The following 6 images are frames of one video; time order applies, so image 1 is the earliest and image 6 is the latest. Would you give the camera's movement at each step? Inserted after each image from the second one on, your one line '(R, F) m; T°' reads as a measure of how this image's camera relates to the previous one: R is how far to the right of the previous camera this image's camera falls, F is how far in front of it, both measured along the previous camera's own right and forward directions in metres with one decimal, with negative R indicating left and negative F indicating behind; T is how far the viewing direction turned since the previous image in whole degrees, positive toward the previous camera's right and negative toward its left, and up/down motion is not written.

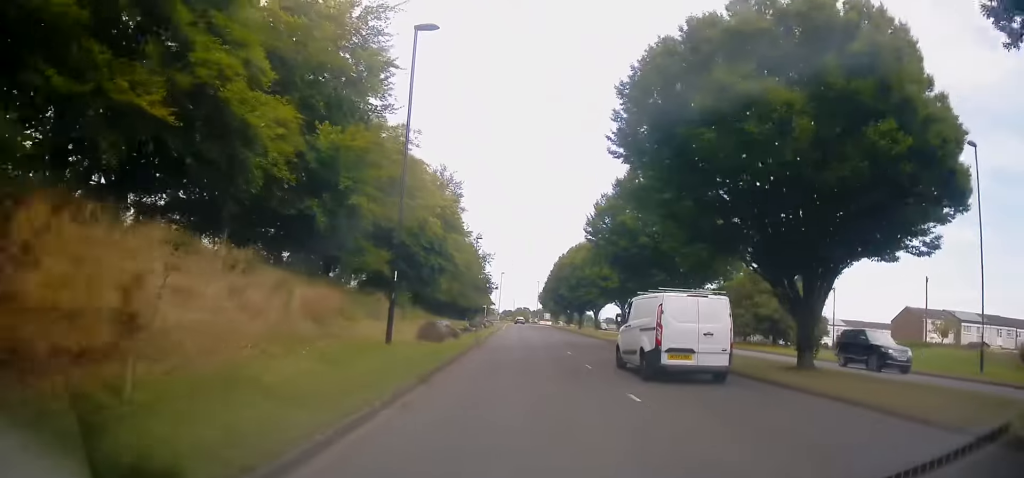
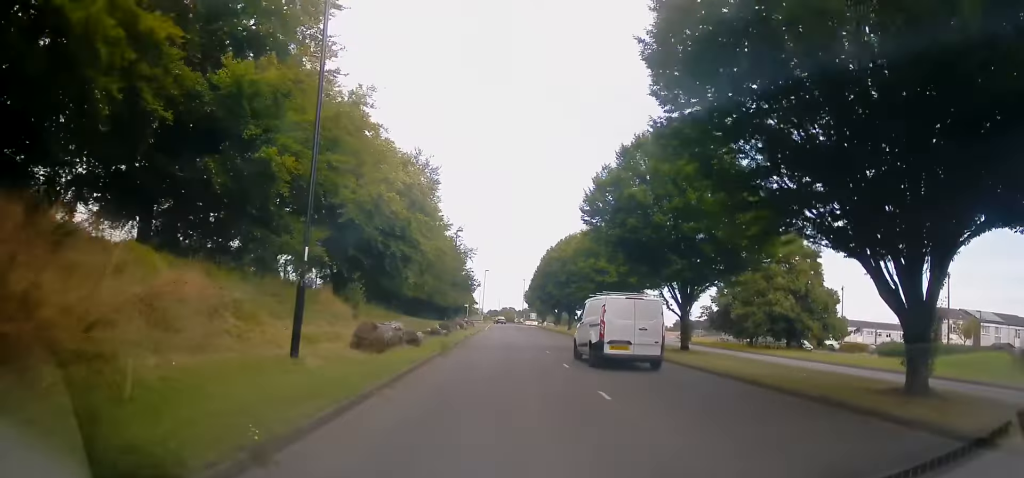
(+0.2, +6.1) m; +2°
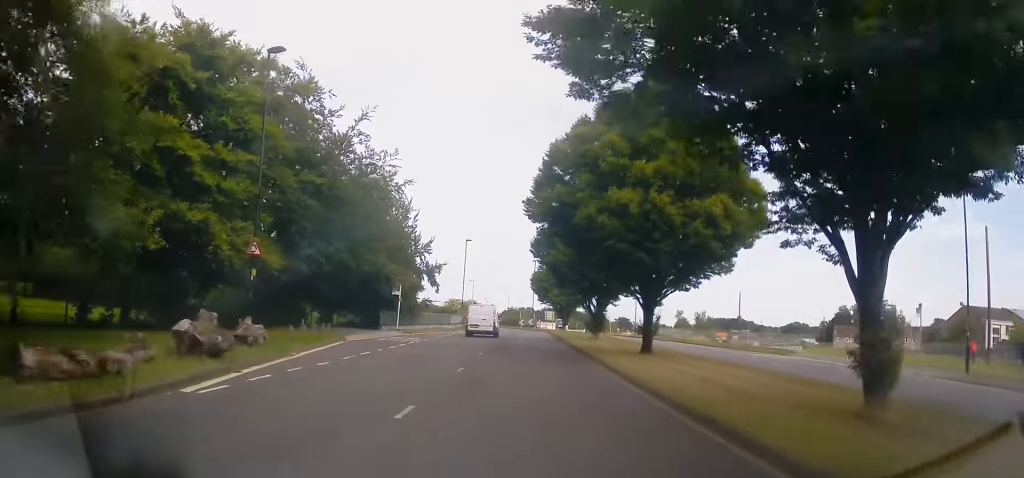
(0.0, +47.3) m; -2°
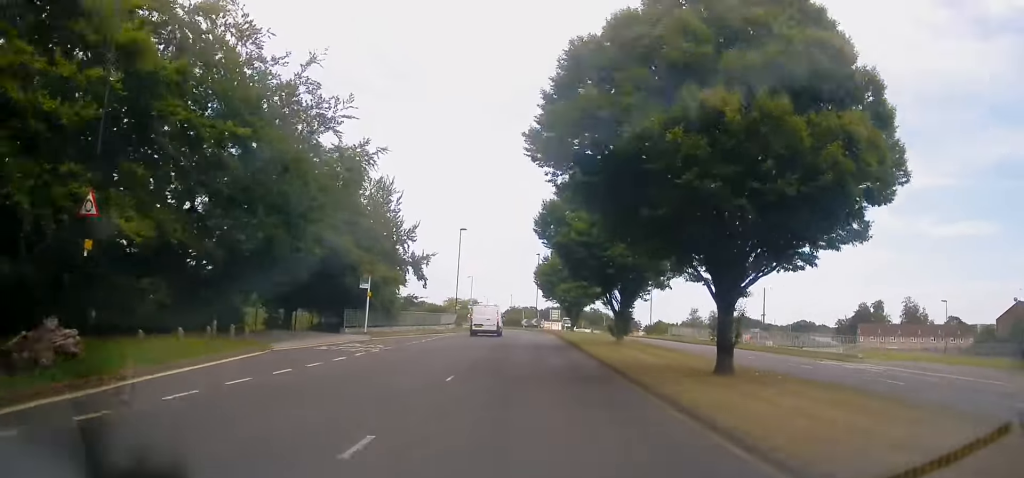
(-0.1, +8.5) m; 0°
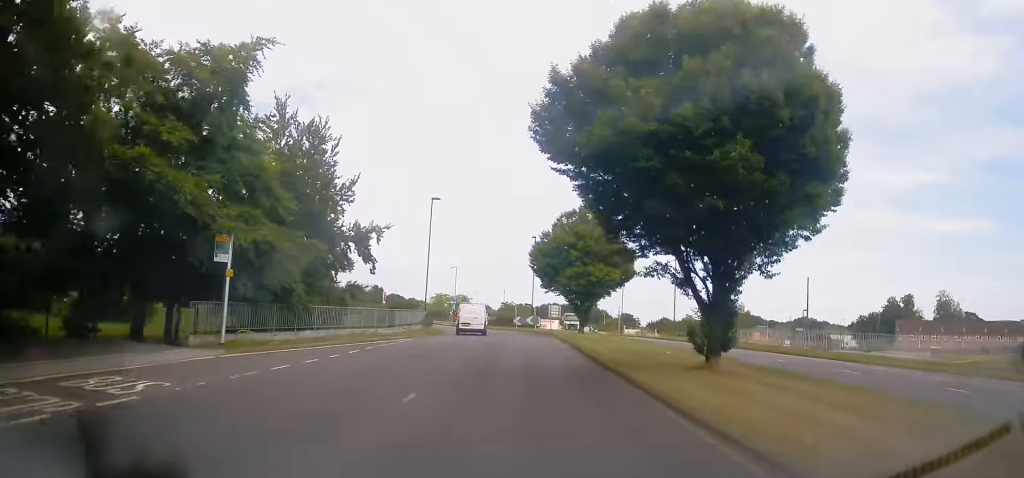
(+0.3, +14.6) m; 0°
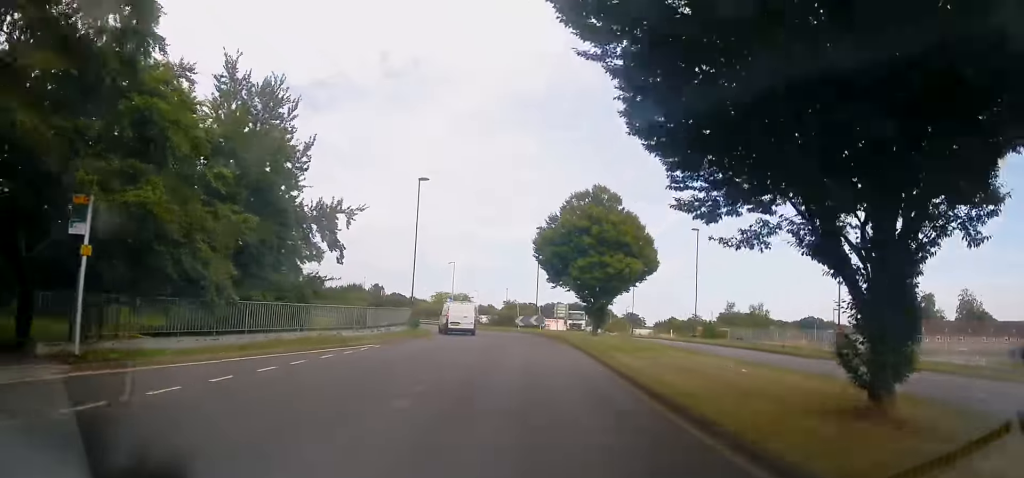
(0.0, +6.5) m; -1°
